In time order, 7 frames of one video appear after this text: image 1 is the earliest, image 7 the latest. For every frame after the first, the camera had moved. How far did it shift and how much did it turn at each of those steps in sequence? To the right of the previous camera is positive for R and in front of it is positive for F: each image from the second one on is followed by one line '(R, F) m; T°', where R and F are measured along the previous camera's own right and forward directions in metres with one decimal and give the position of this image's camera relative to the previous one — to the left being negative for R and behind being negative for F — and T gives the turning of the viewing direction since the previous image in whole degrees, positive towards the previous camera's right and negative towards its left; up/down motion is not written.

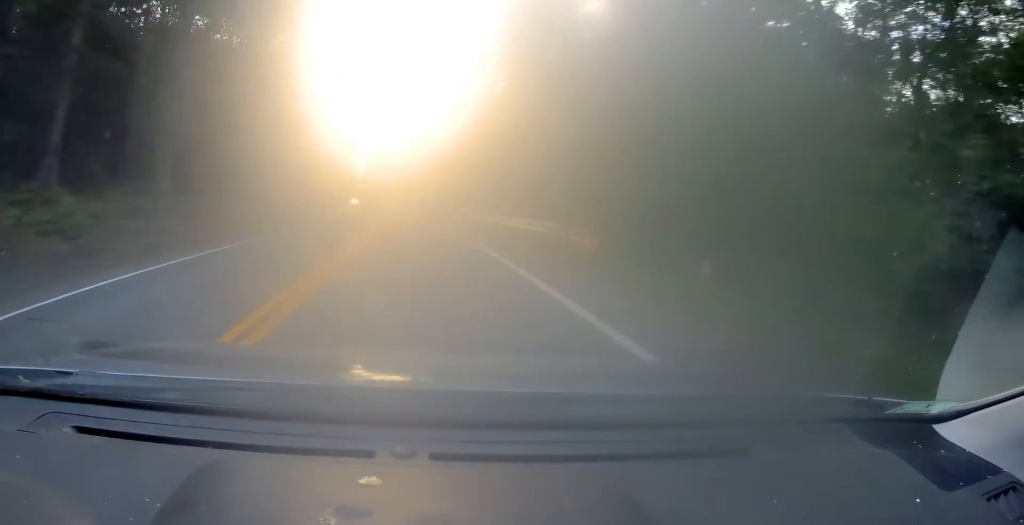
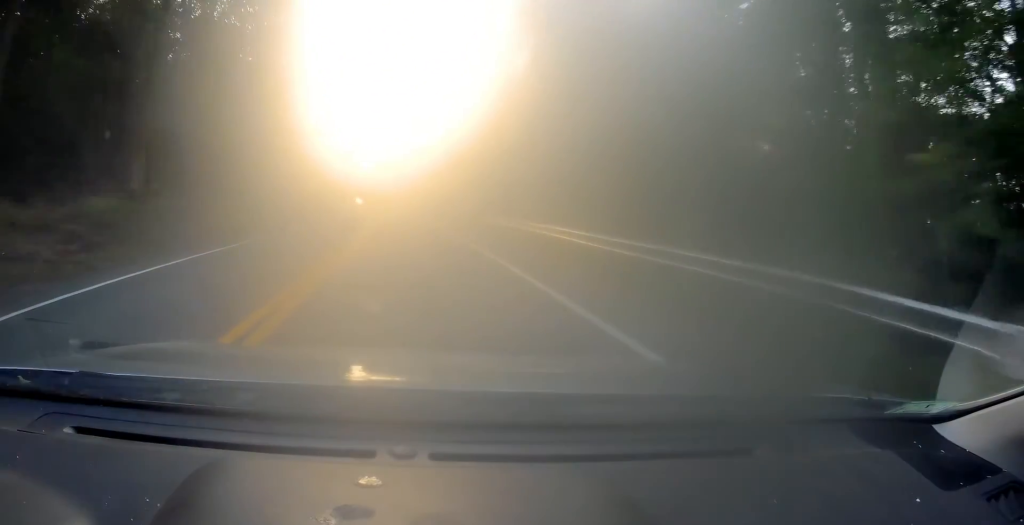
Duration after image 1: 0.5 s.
(+0.1, +12.6) m; -1°
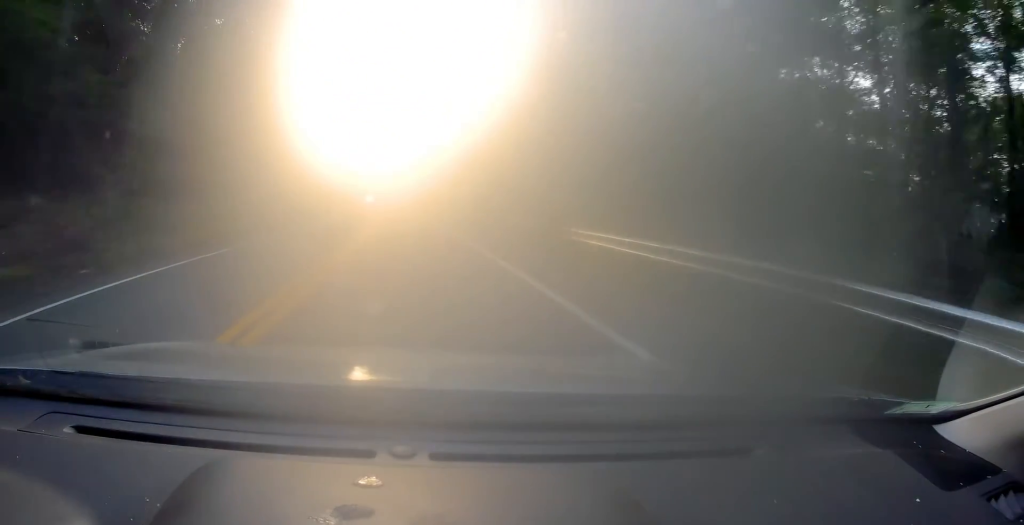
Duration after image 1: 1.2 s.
(-0.1, +16.4) m; -1°
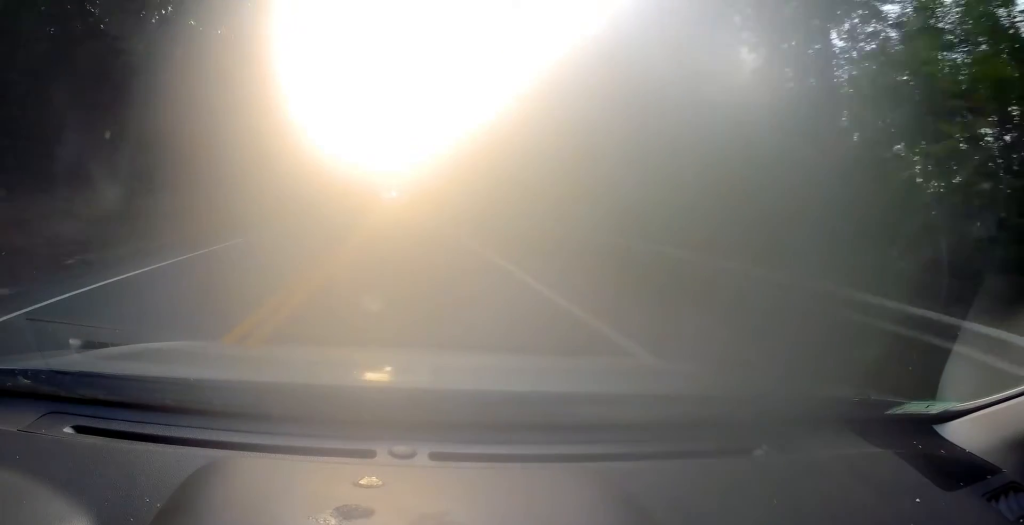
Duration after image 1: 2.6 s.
(-0.2, +31.6) m; -1°
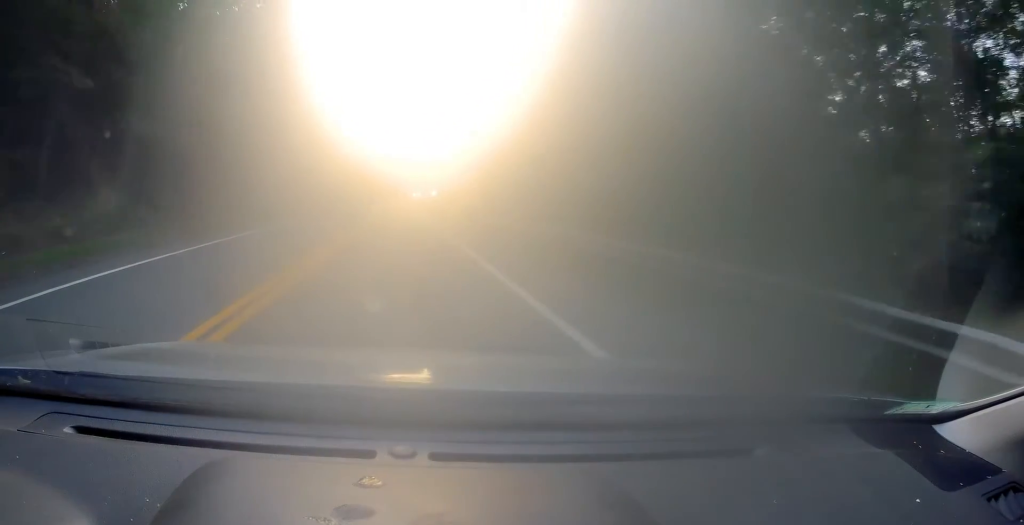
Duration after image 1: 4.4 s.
(-2.4, +41.3) m; -5°
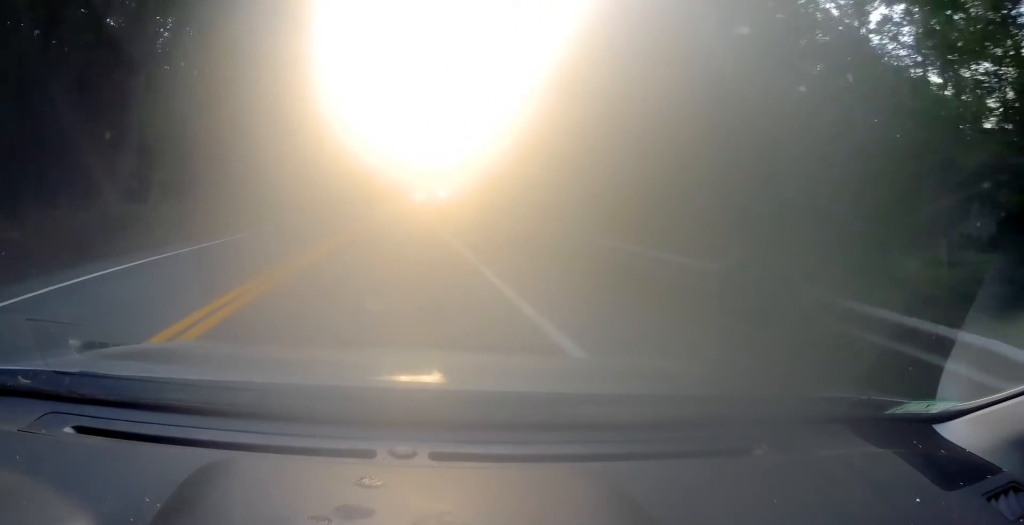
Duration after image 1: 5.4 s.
(0.0, +23.2) m; 0°
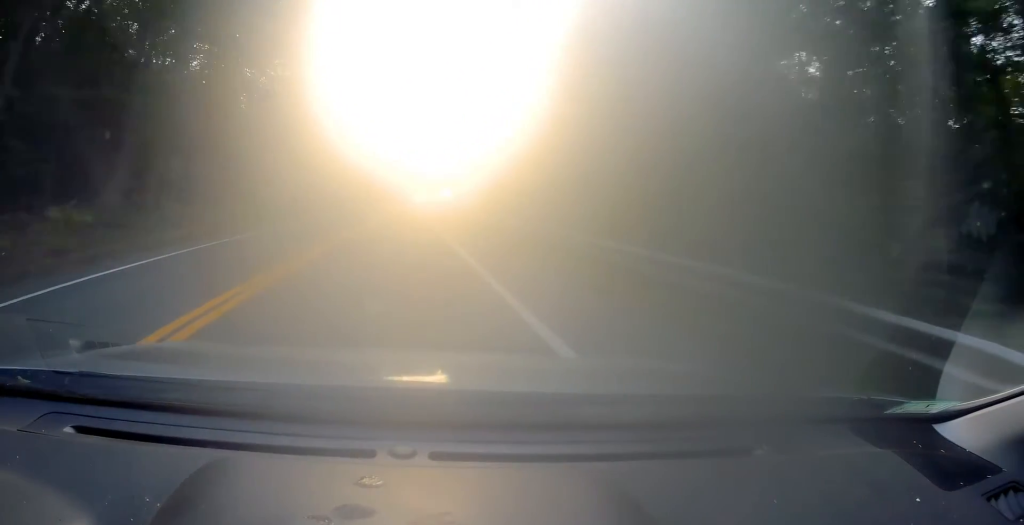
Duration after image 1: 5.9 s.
(+0.3, +12.3) m; 0°
